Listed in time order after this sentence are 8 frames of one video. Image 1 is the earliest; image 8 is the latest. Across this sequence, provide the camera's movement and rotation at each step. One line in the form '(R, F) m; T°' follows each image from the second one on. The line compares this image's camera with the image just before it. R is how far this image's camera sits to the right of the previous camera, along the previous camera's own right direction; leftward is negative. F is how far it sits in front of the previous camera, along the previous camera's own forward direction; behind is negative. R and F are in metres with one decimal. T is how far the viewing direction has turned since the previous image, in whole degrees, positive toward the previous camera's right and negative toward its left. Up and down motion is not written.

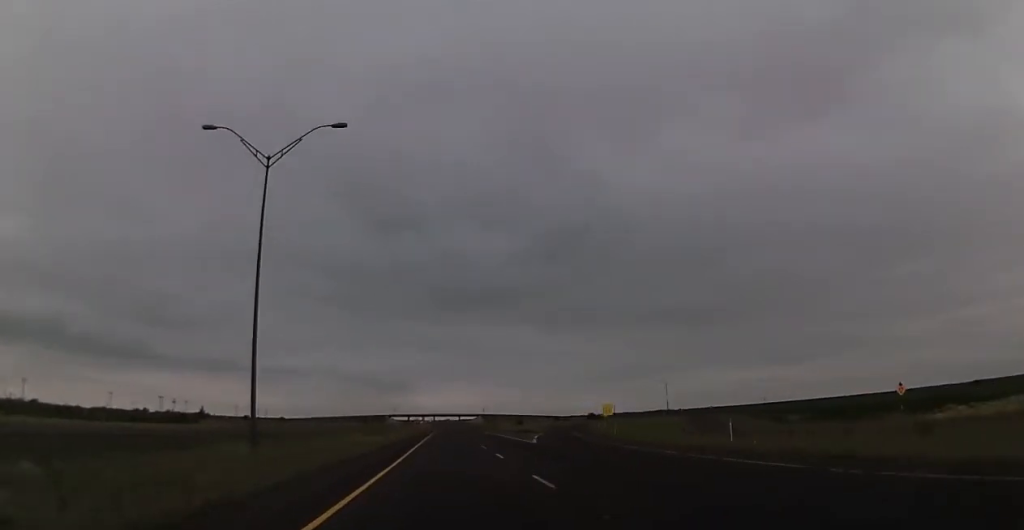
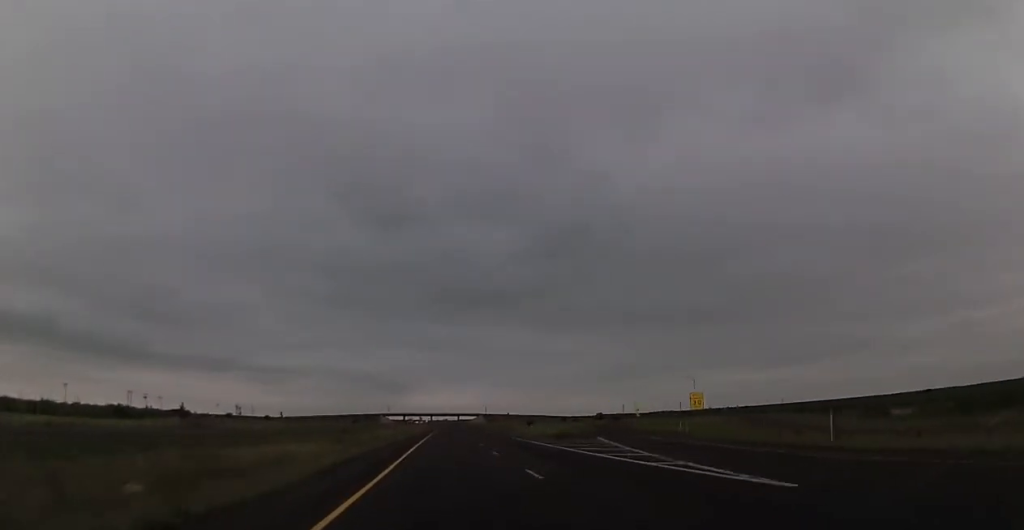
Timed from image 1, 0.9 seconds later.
(-0.5, +34.3) m; 0°
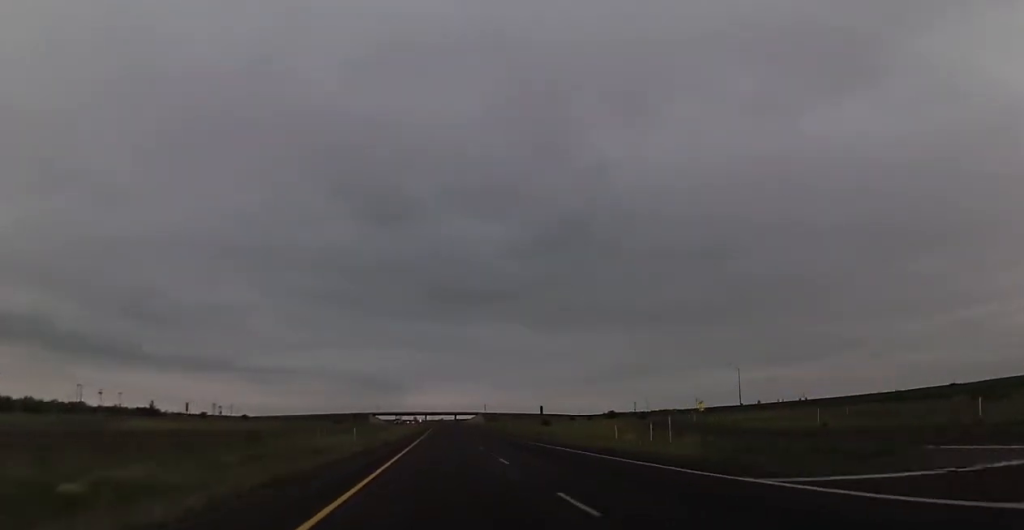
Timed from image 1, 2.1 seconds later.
(+0.6, +42.7) m; +1°
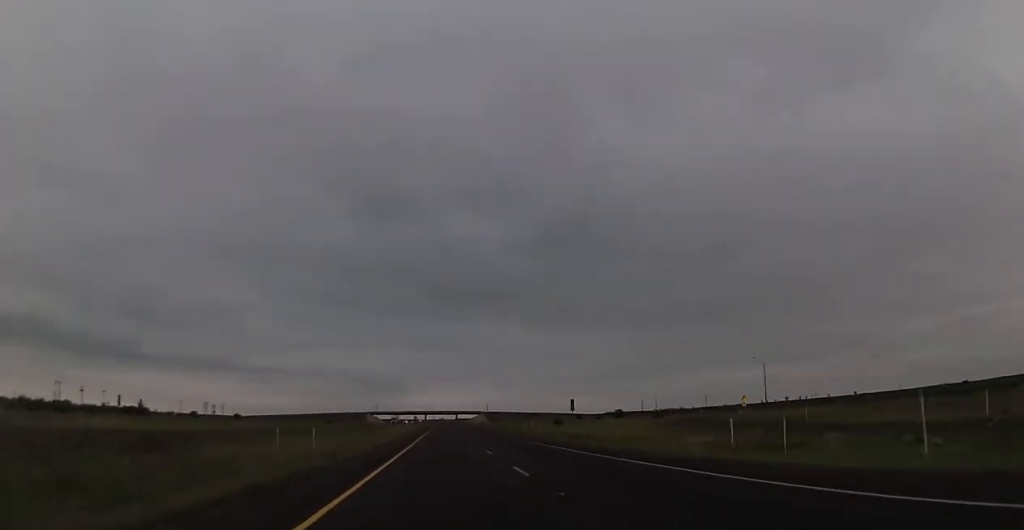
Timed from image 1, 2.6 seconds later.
(0.0, +17.1) m; 0°
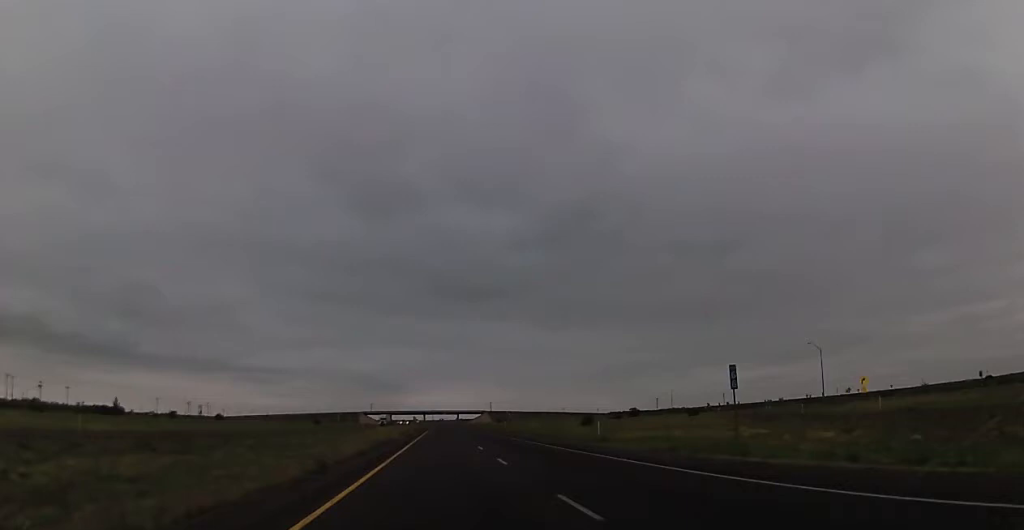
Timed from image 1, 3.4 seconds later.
(0.0, +31.7) m; 0°
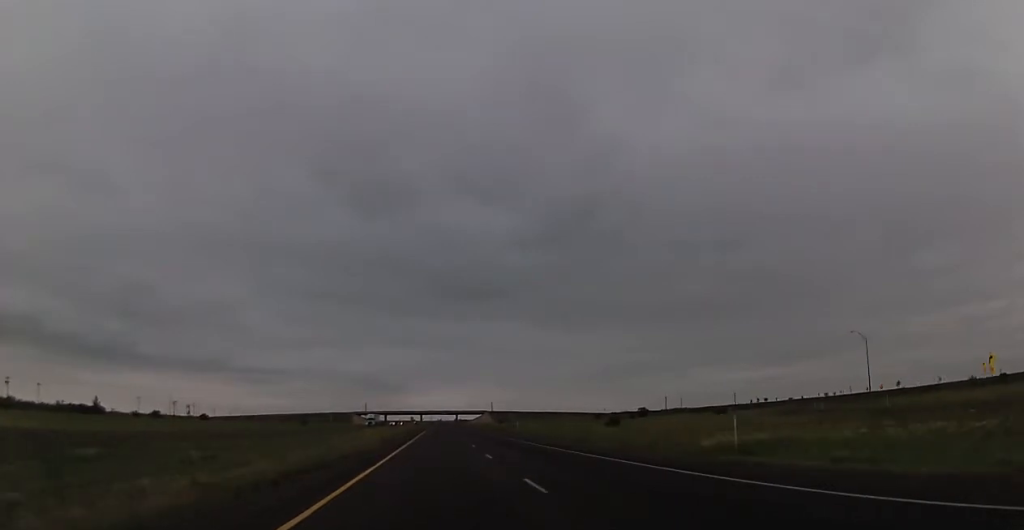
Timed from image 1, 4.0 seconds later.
(-0.1, +20.6) m; 0°
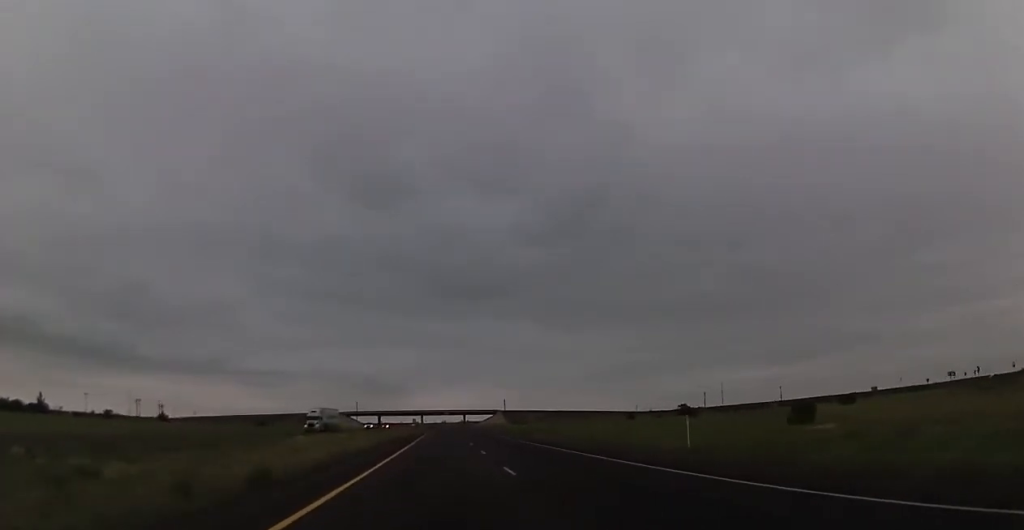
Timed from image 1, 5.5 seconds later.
(+0.4, +56.1) m; 0°
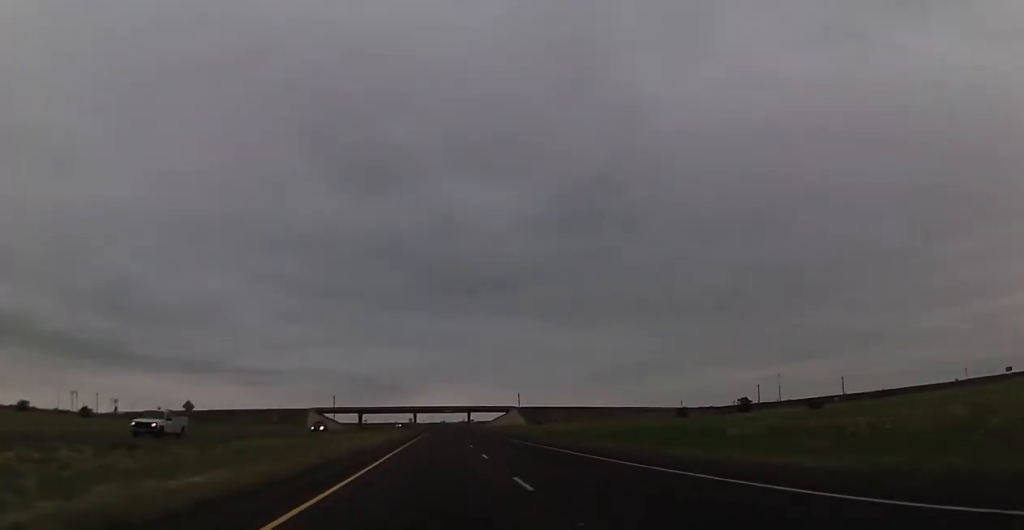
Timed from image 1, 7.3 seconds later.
(-0.5, +64.6) m; -1°
